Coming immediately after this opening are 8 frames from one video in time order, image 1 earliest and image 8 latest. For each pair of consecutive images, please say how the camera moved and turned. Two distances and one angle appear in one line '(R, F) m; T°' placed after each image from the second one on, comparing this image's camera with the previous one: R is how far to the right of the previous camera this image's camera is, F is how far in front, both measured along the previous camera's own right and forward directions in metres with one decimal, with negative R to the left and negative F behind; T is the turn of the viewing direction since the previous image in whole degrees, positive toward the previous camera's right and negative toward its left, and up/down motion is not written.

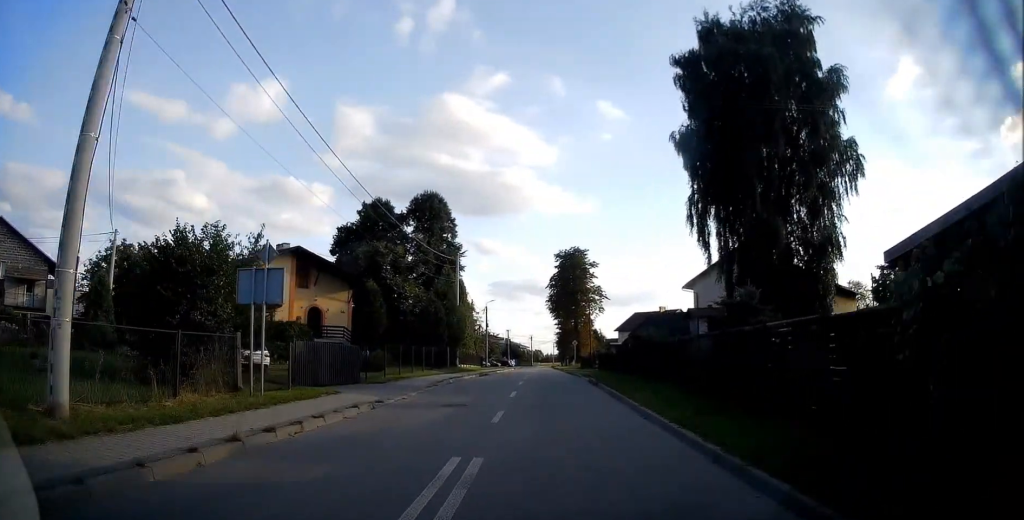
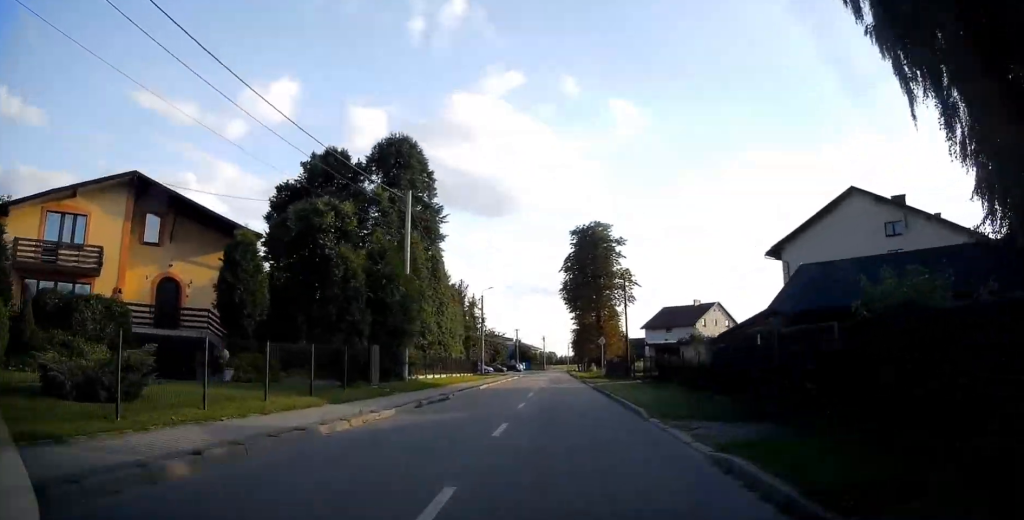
(0.0, +19.7) m; 0°
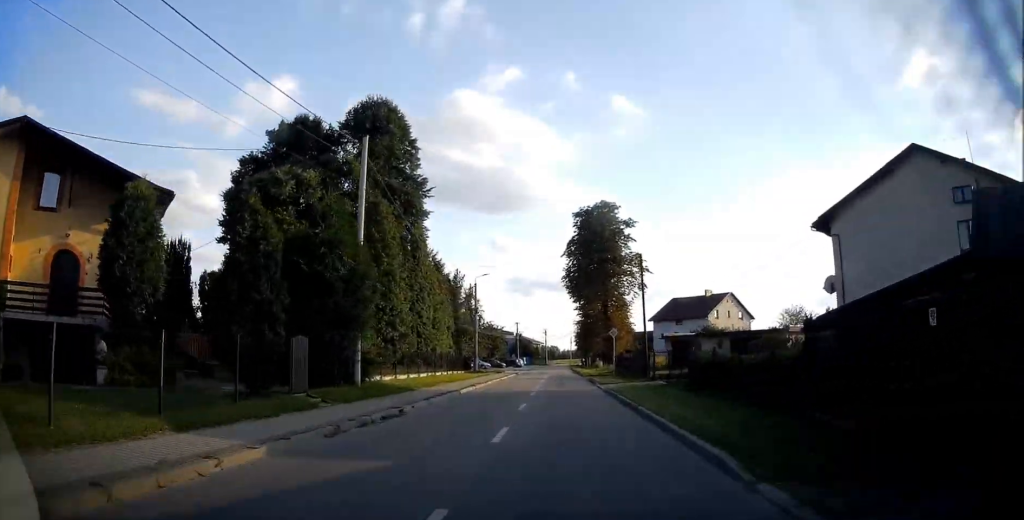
(0.0, +6.9) m; 0°
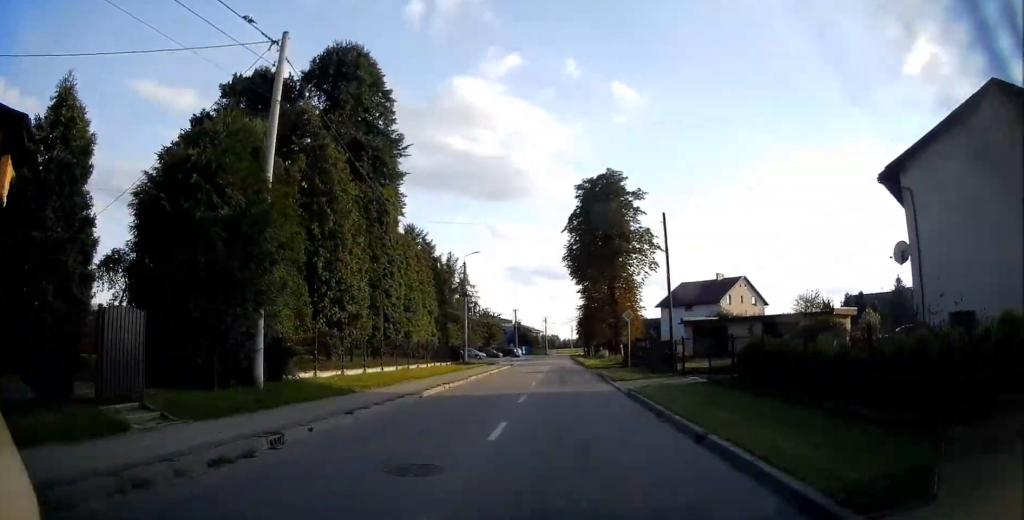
(0.0, +7.0) m; -1°
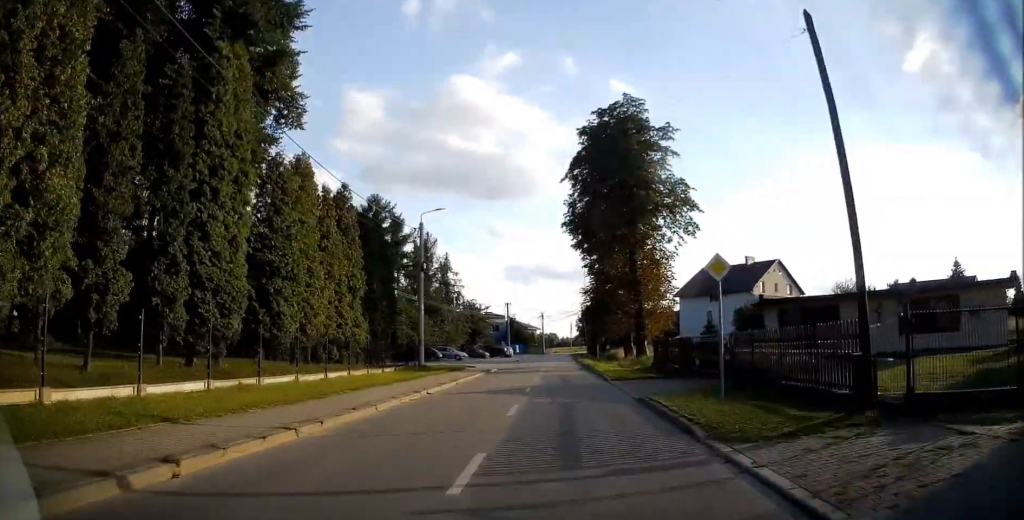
(-0.2, +15.4) m; 0°
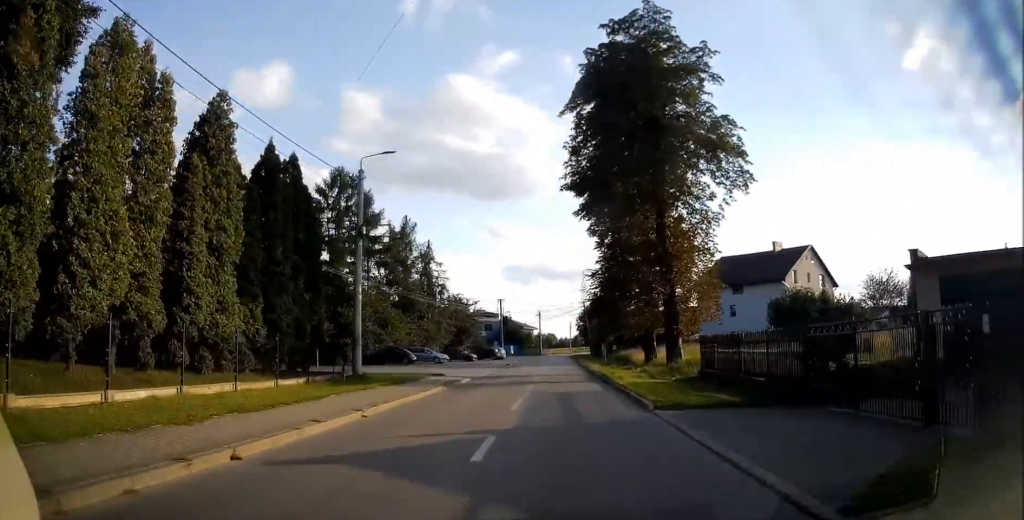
(+0.1, +10.2) m; +1°
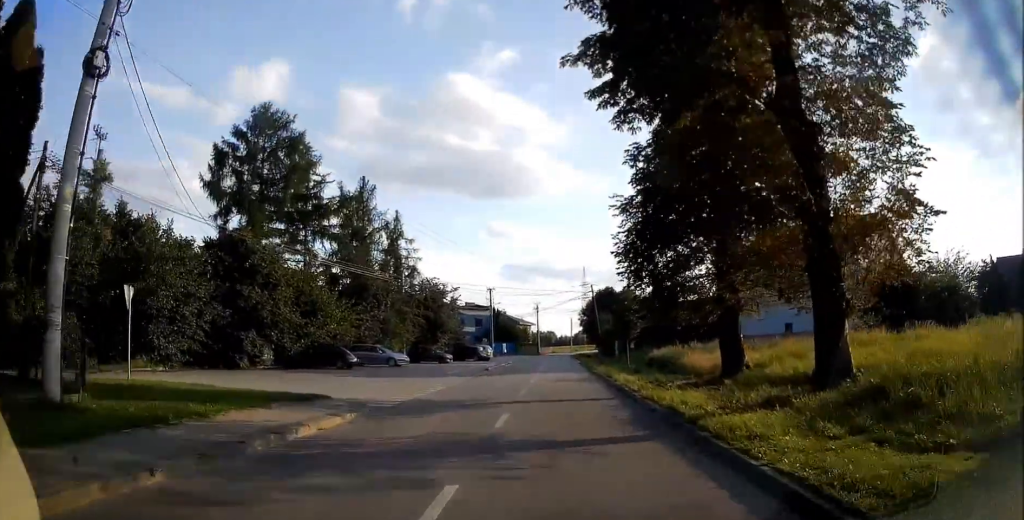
(+0.2, +15.5) m; 0°
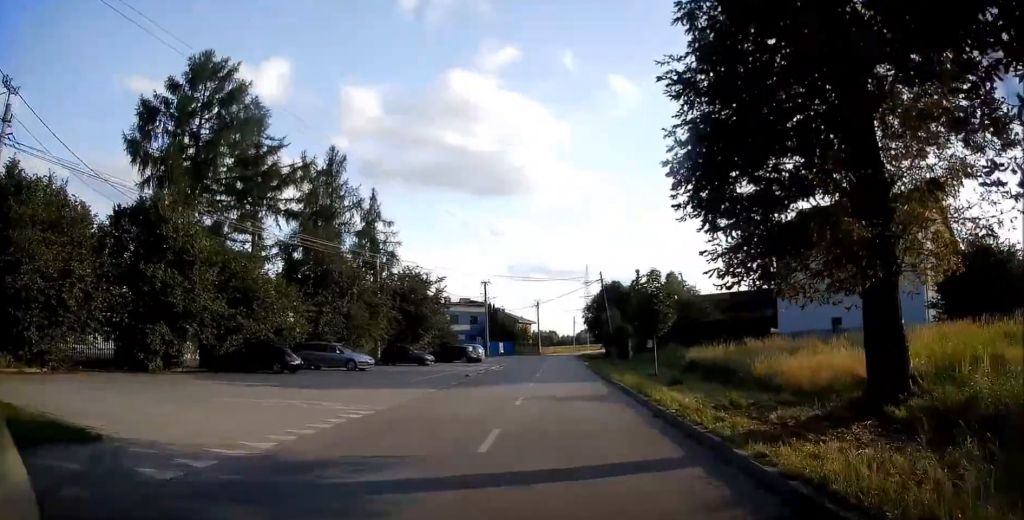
(-0.1, +8.5) m; 0°
